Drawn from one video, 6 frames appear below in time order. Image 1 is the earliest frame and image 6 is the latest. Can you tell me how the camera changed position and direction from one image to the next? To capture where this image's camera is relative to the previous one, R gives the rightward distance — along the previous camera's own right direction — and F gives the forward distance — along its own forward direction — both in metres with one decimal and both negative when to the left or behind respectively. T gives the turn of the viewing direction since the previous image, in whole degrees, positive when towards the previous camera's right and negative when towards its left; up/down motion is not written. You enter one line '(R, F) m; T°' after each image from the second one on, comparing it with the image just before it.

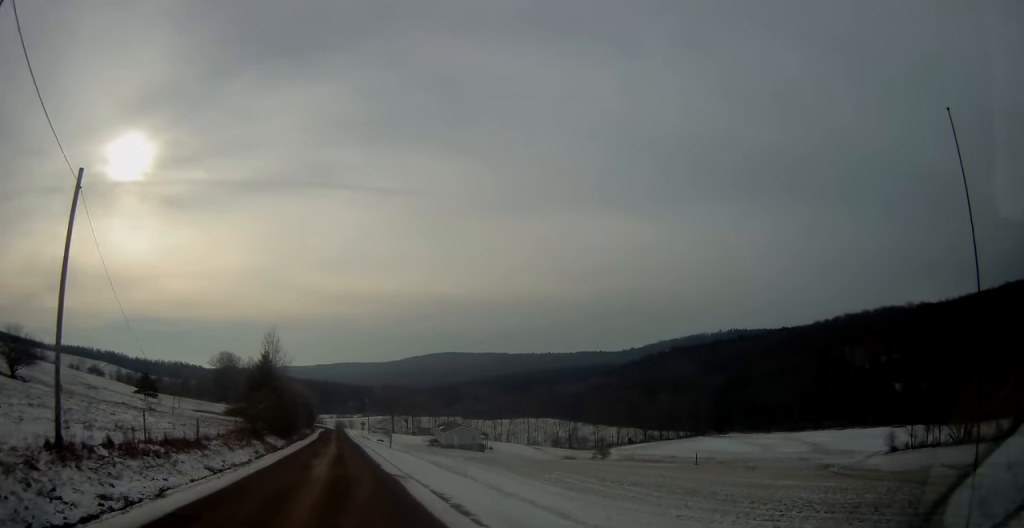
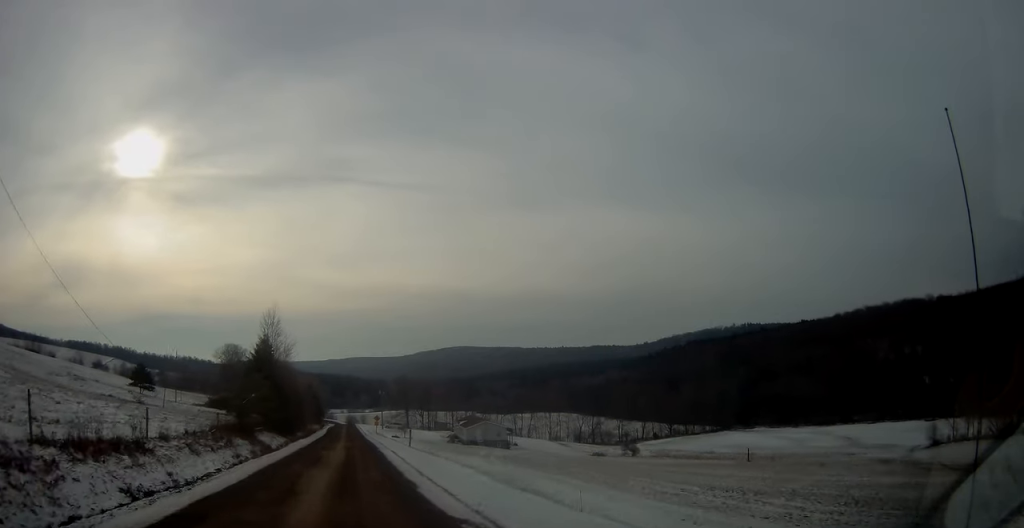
(0.0, +12.0) m; 0°
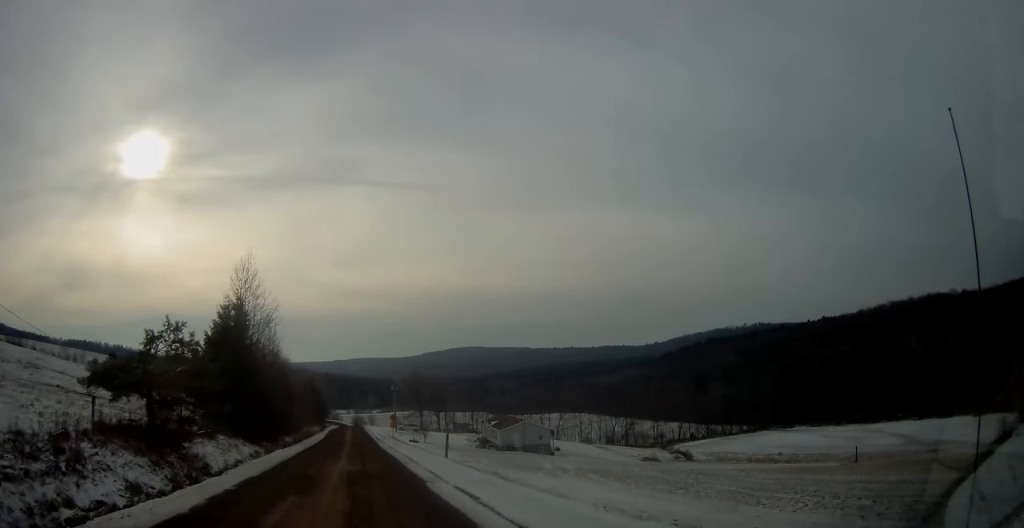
(-0.1, +23.0) m; -1°
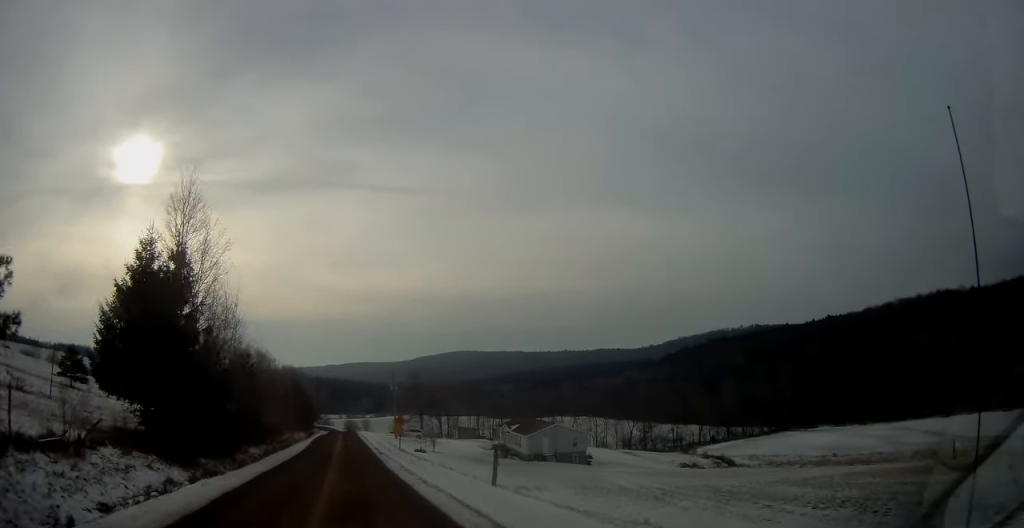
(-0.1, +18.1) m; 0°
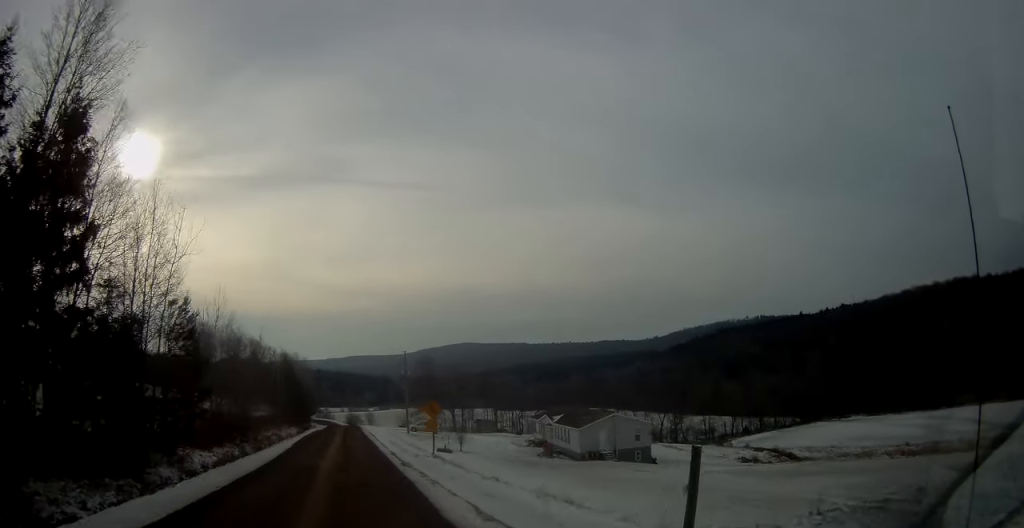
(0.0, +17.5) m; +1°
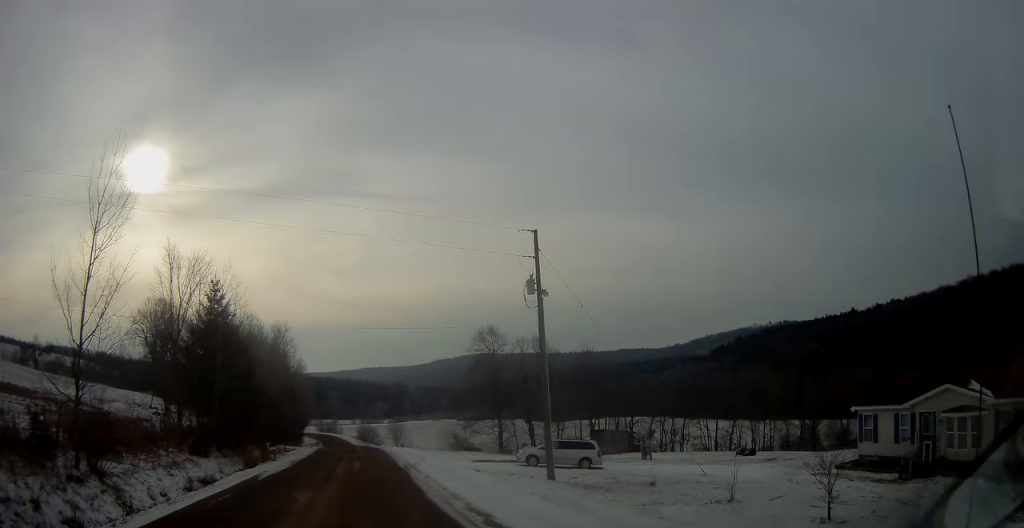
(-1.0, +53.2) m; -1°
